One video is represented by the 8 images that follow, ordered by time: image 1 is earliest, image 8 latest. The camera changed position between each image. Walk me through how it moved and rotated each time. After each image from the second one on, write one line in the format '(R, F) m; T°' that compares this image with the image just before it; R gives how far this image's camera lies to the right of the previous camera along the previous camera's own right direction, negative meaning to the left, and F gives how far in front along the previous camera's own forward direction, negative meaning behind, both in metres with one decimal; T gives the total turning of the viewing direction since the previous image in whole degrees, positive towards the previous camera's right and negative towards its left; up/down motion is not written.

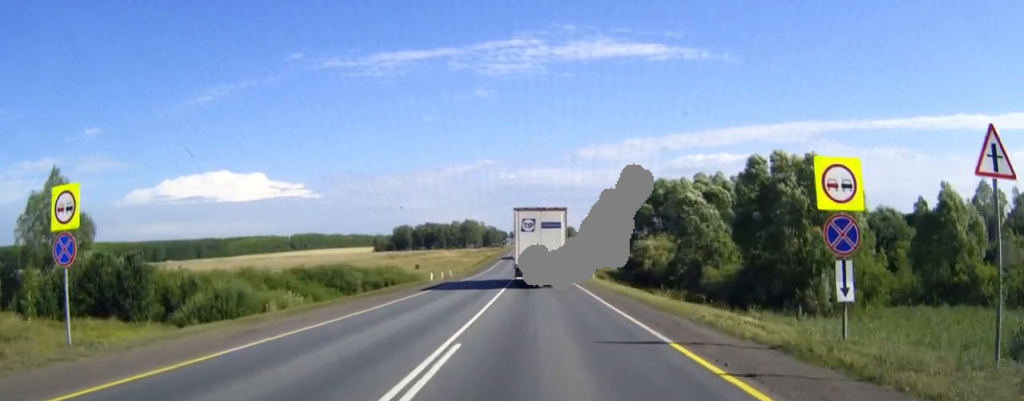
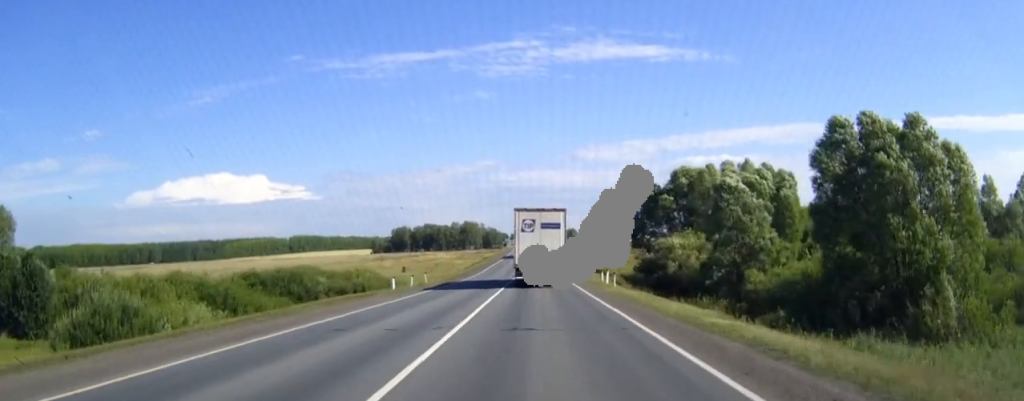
(0.0, +15.0) m; 0°
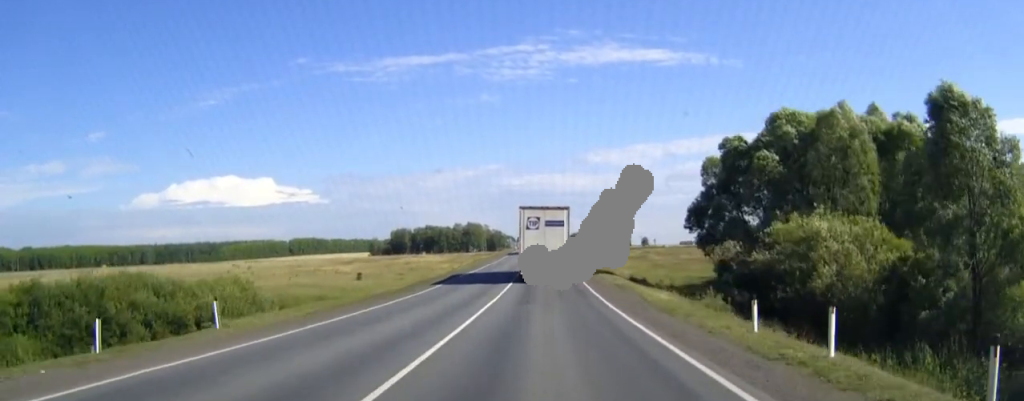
(-0.1, +34.5) m; 0°
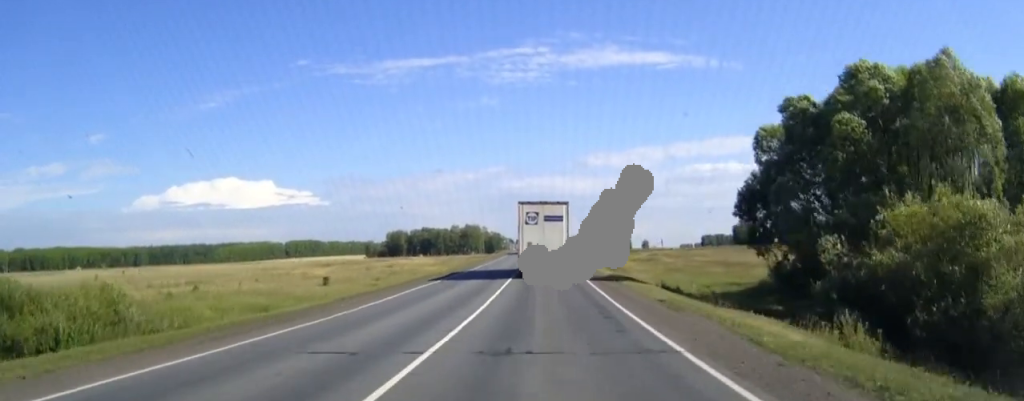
(0.0, +13.9) m; 0°
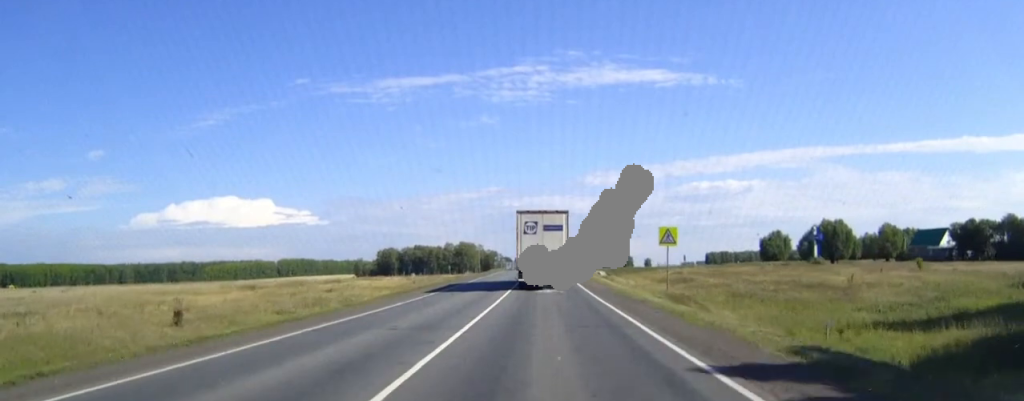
(0.0, +32.6) m; 0°
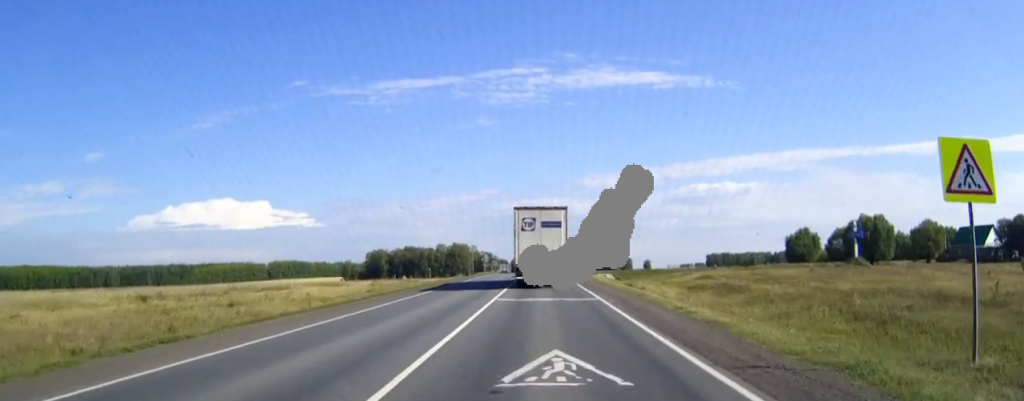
(0.0, +26.5) m; 0°
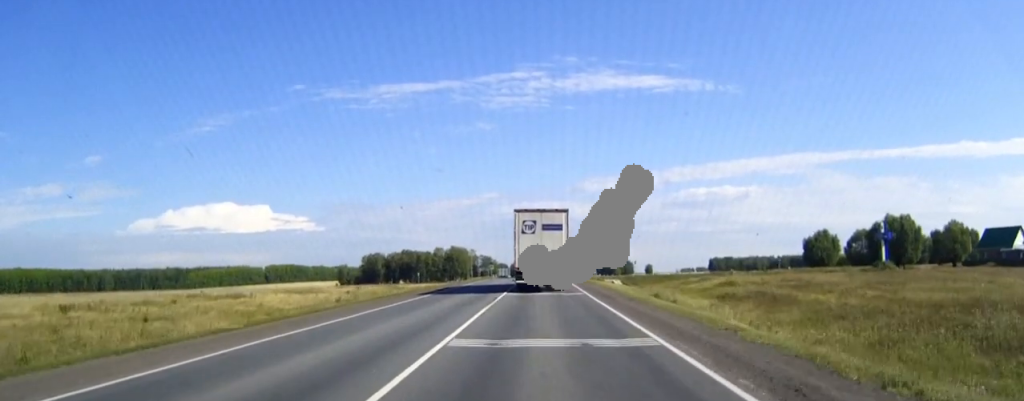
(0.0, +13.4) m; 0°
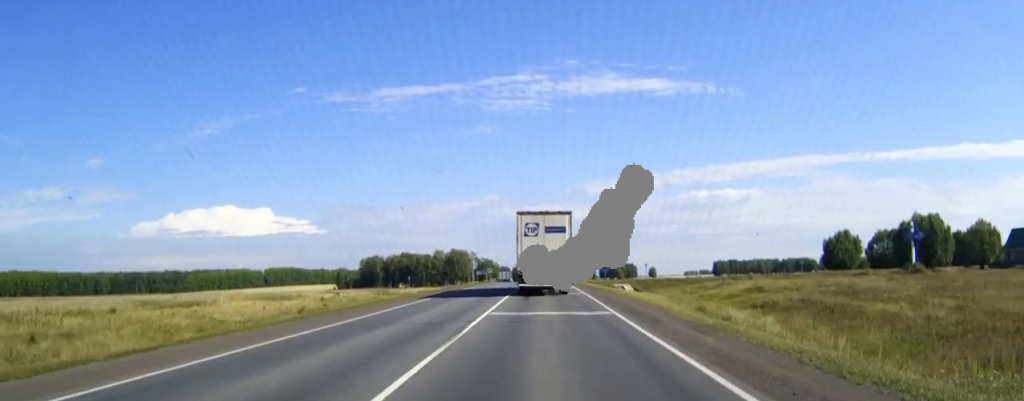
(0.0, +12.0) m; 0°
